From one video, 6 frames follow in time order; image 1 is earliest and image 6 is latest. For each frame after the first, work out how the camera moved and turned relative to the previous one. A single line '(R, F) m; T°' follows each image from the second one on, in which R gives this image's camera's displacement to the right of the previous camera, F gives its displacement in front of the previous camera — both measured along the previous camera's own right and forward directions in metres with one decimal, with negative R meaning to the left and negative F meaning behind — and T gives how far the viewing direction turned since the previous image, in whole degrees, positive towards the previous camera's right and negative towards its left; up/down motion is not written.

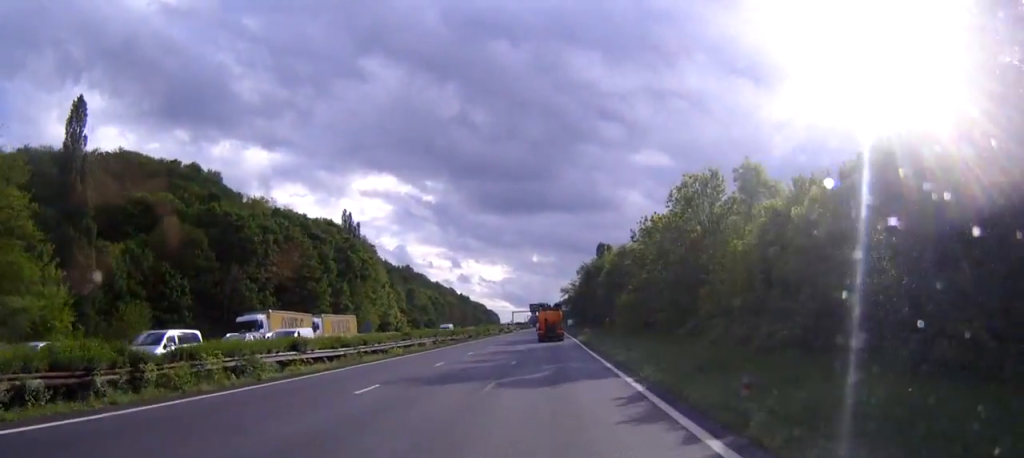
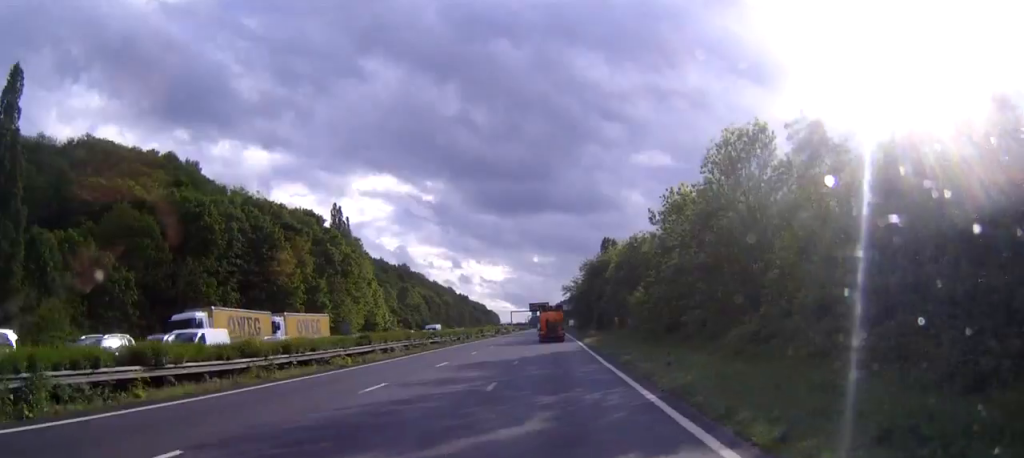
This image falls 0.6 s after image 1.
(0.0, +12.9) m; 0°
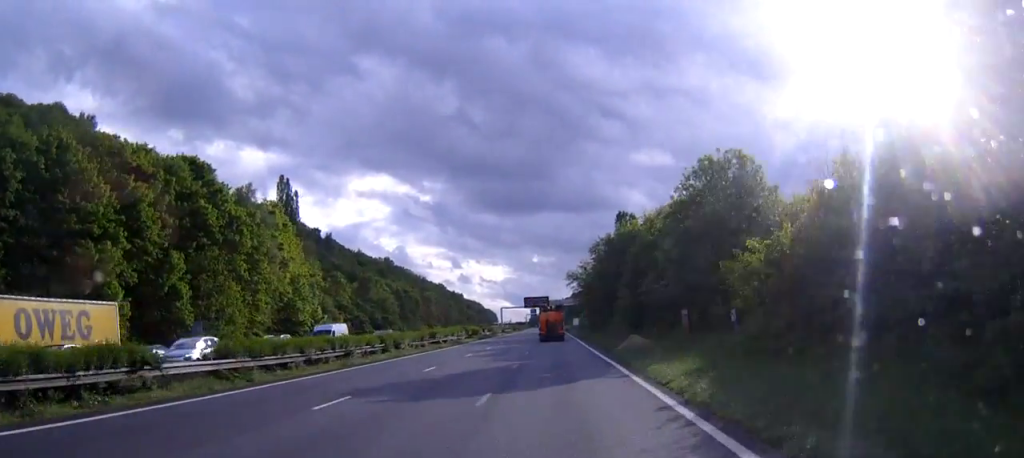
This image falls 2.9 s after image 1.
(-0.1, +45.5) m; 0°
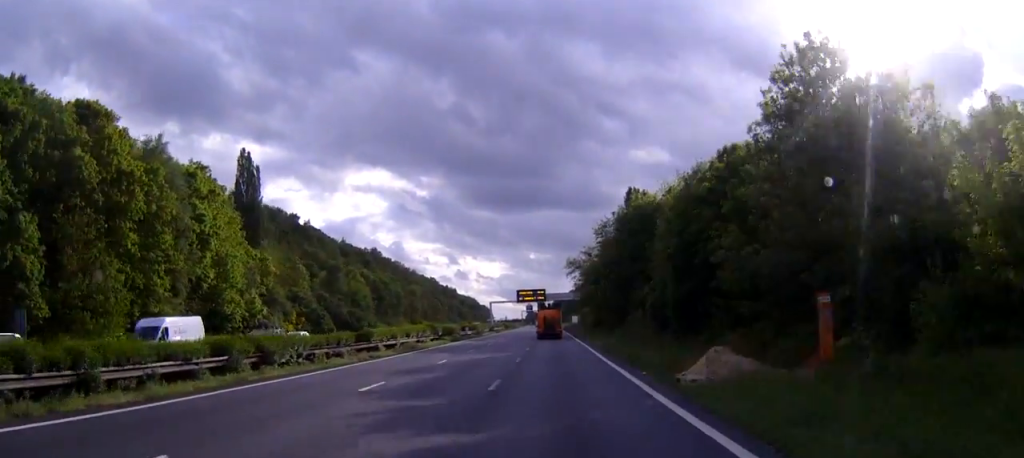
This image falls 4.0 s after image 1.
(-0.1, +23.1) m; 0°
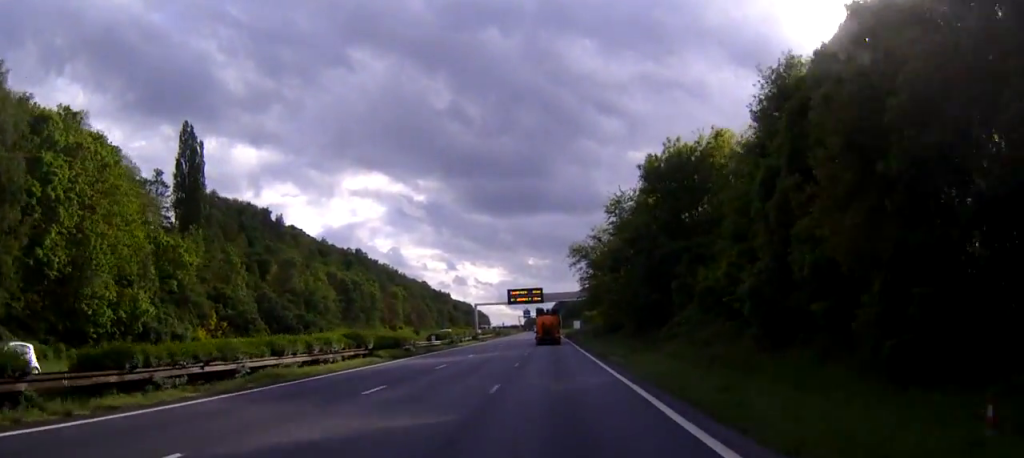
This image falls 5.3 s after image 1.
(+0.1, +26.5) m; 0°
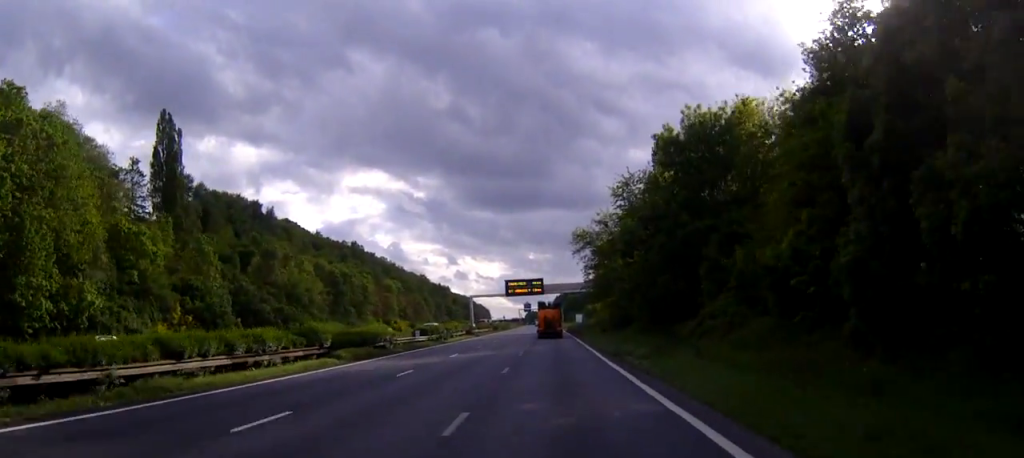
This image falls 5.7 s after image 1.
(0.0, +8.9) m; 0°
